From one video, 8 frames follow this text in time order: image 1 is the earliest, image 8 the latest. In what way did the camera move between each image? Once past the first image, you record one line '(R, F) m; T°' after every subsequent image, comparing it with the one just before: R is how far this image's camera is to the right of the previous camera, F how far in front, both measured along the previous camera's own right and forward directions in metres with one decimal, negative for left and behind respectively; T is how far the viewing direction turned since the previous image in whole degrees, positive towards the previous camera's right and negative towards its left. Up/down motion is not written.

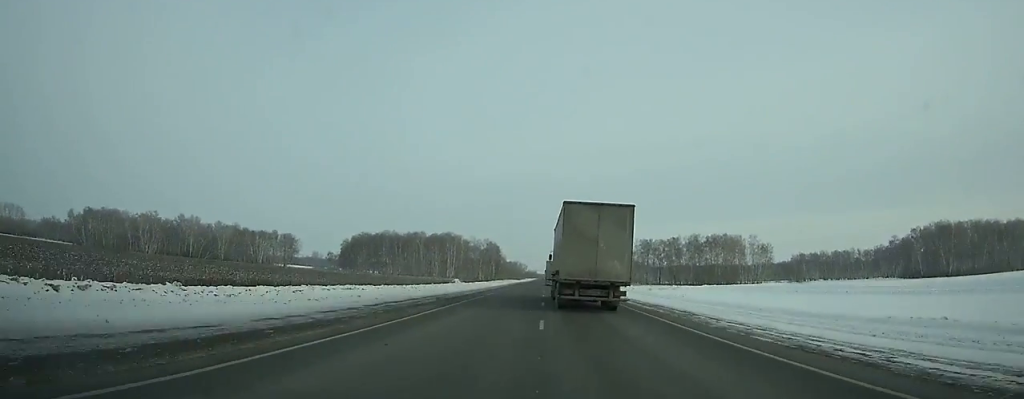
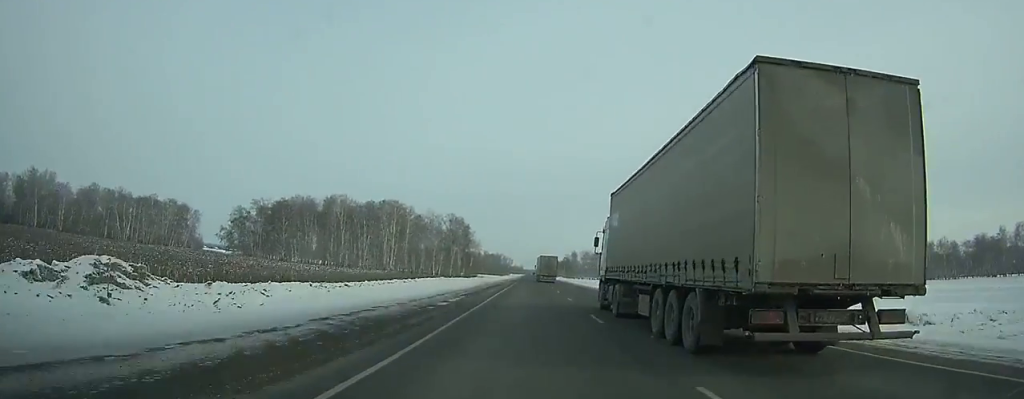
(+1.1, +109.0) m; +1°
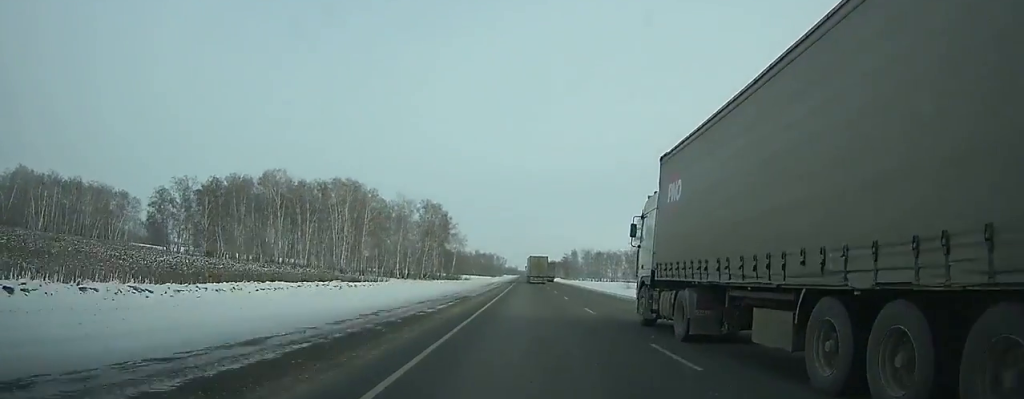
(+0.2, +44.1) m; 0°
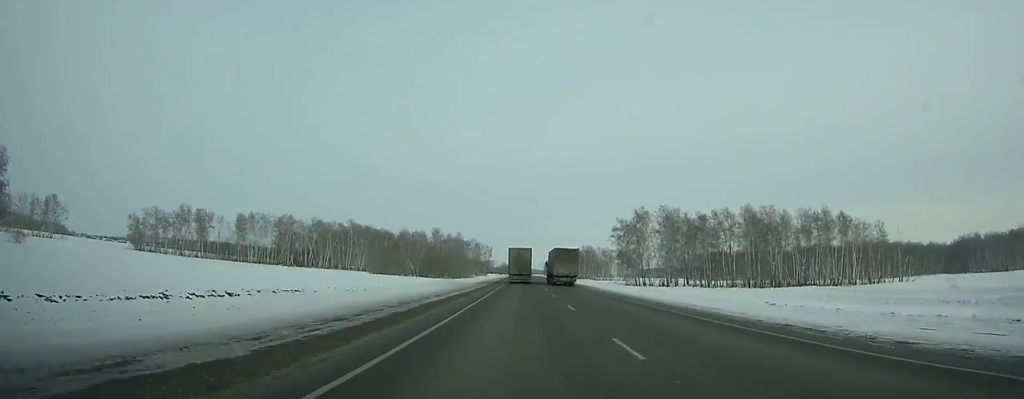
(+1.6, +225.3) m; +1°
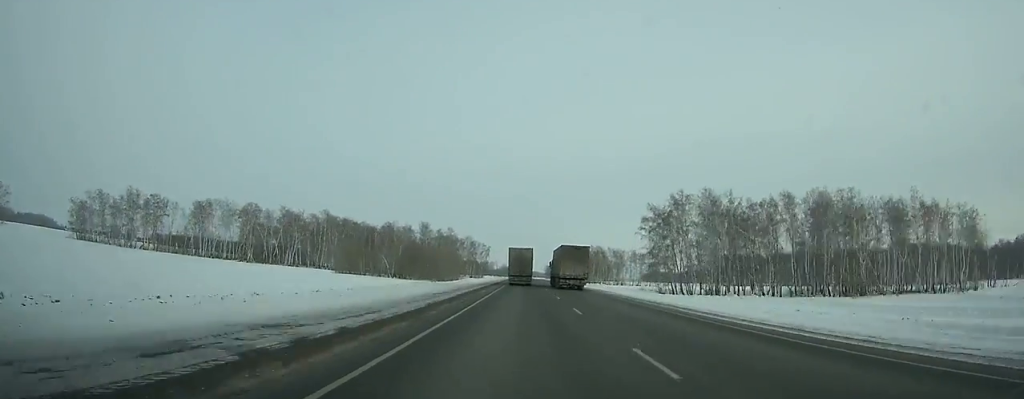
(-0.3, +36.5) m; 0°
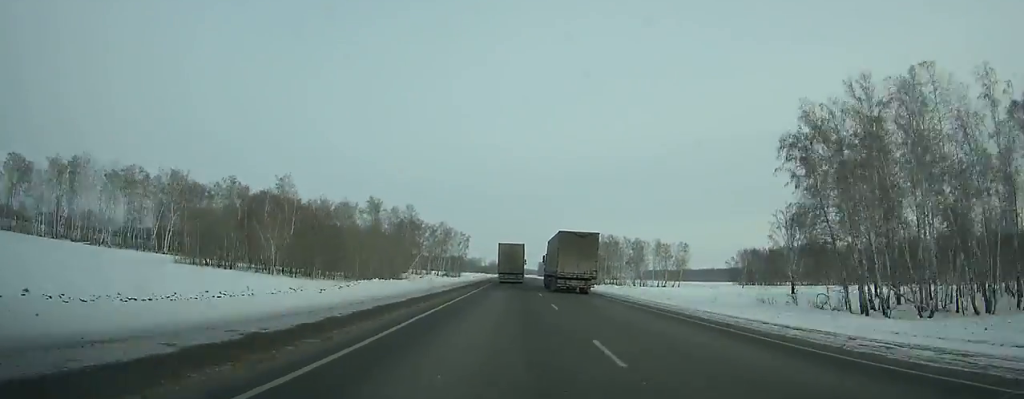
(+0.7, +67.7) m; +1°
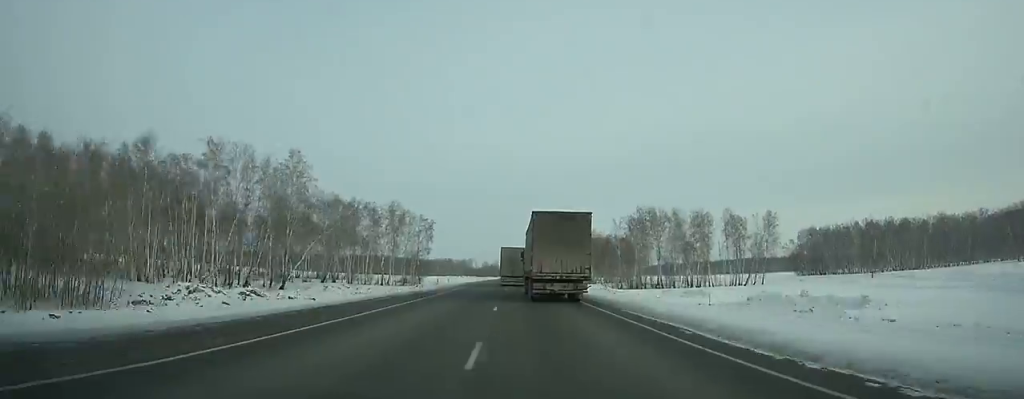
(+0.6, +84.6) m; 0°
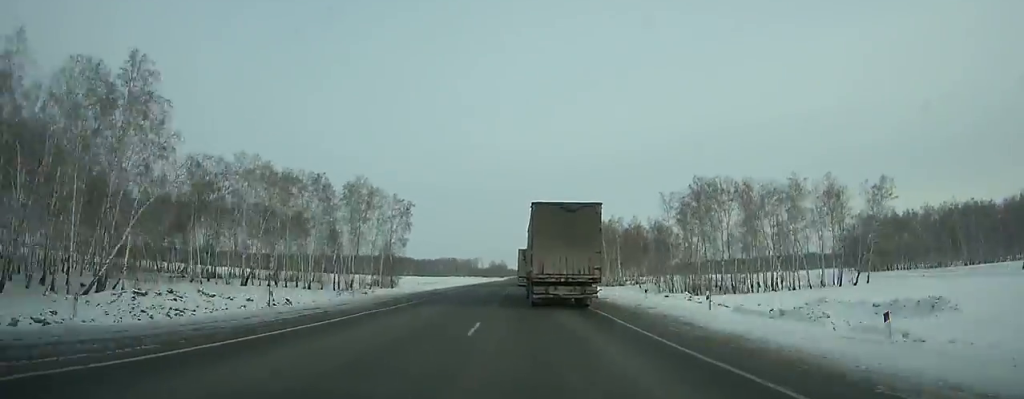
(-0.2, +44.2) m; -1°
